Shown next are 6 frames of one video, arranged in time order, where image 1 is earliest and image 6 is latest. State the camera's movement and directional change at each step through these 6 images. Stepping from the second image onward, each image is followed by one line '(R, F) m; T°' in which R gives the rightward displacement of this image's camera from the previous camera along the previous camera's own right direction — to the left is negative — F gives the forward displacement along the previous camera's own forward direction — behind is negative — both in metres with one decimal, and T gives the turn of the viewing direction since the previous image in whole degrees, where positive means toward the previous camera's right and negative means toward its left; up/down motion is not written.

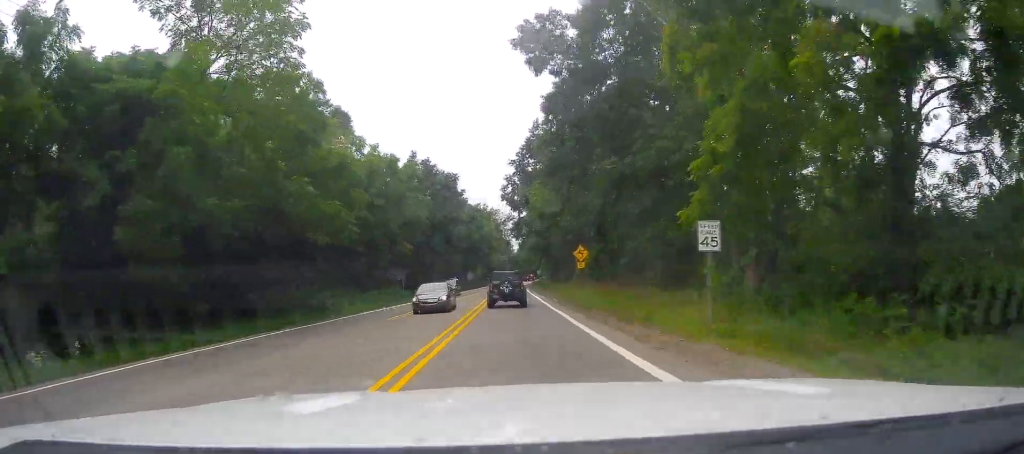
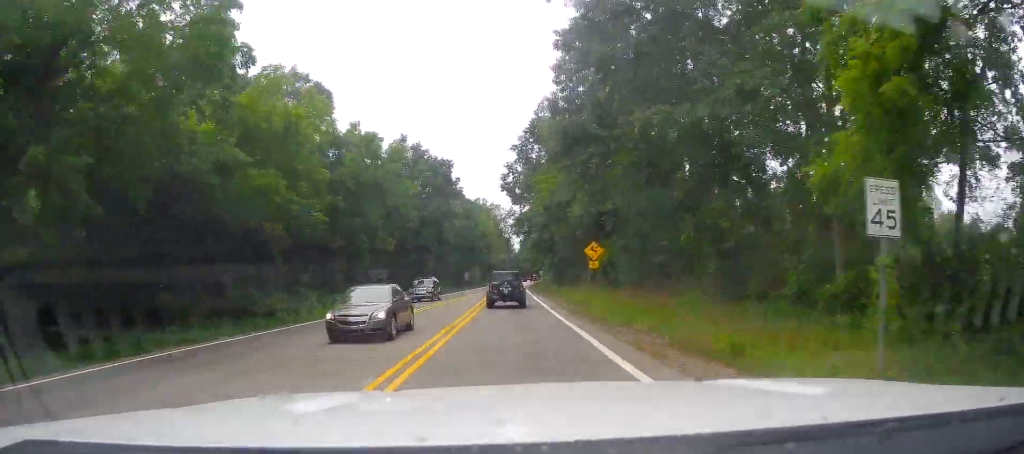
(+0.1, +7.7) m; +1°
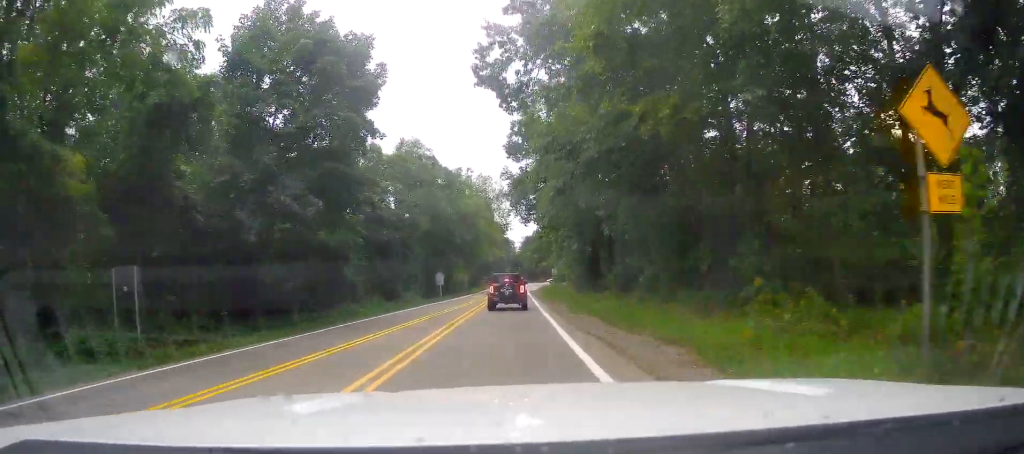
(-0.1, +33.7) m; -2°
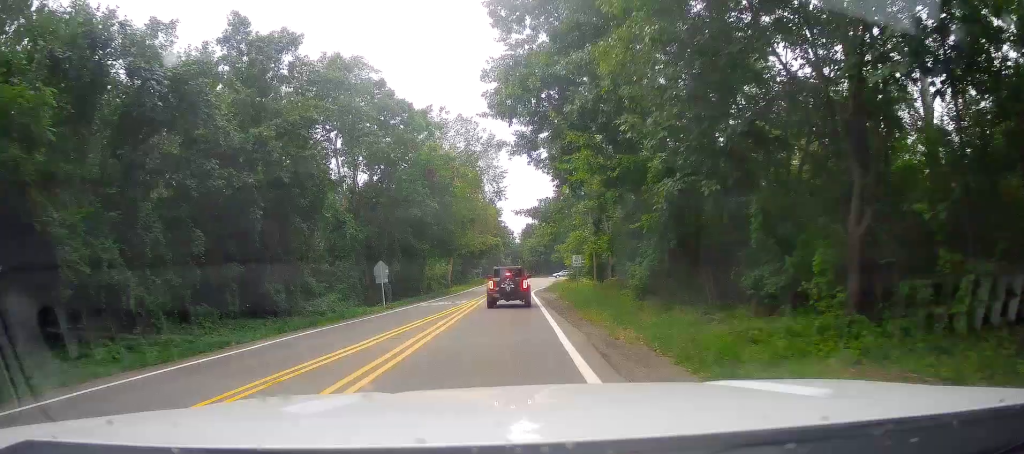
(-0.3, +27.1) m; +2°
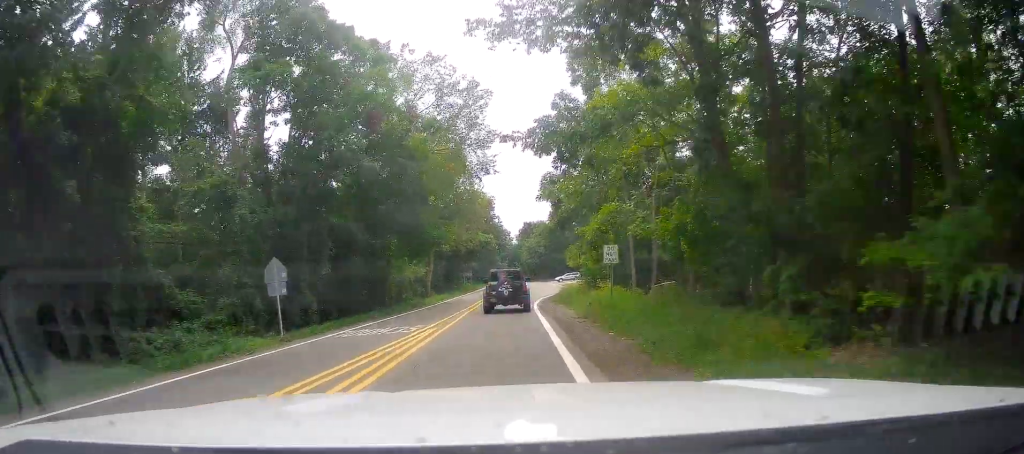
(+0.6, +17.6) m; +1°
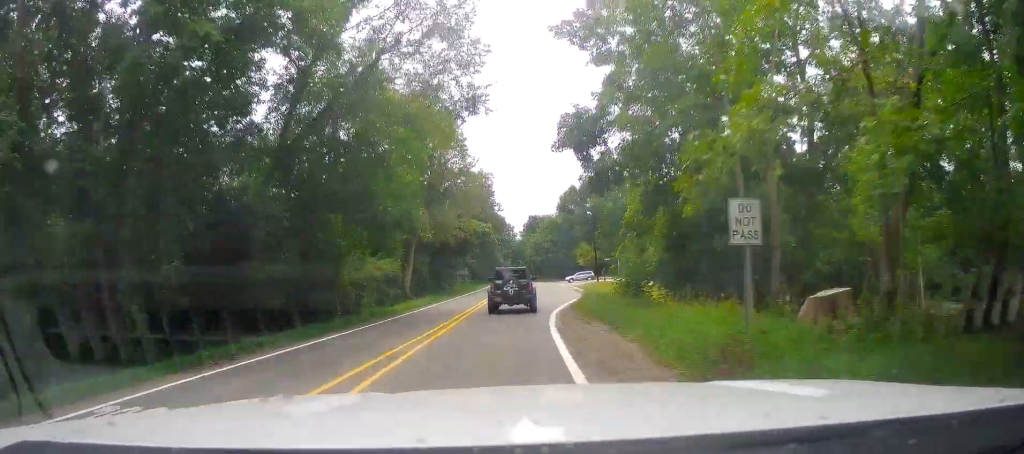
(-0.3, +15.8) m; -2°
